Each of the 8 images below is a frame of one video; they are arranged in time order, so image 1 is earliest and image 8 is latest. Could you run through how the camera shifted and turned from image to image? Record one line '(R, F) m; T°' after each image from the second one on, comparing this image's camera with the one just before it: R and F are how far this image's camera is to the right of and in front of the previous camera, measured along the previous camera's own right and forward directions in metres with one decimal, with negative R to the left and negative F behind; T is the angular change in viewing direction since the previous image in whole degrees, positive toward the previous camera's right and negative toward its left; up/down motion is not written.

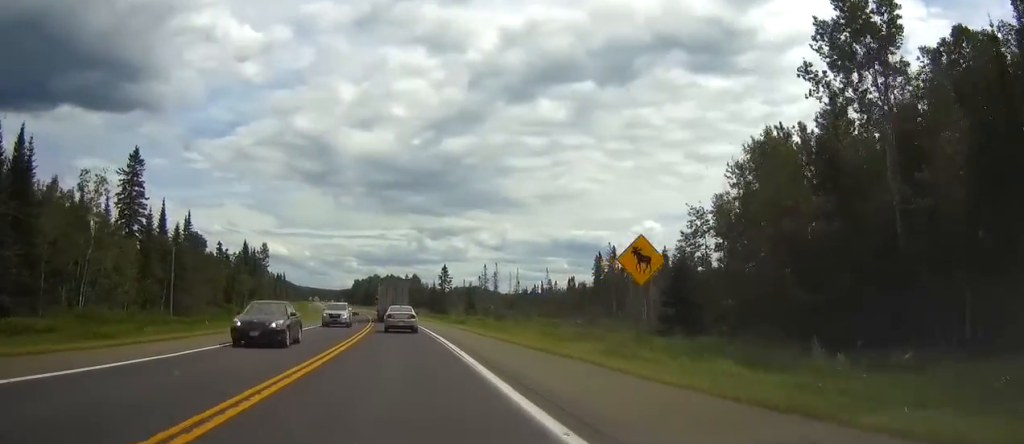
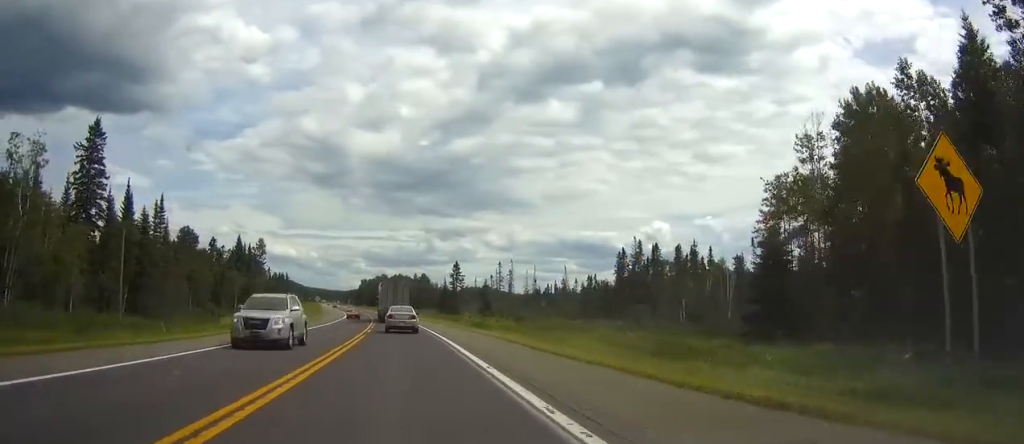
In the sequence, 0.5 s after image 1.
(-0.1, +13.6) m; -1°
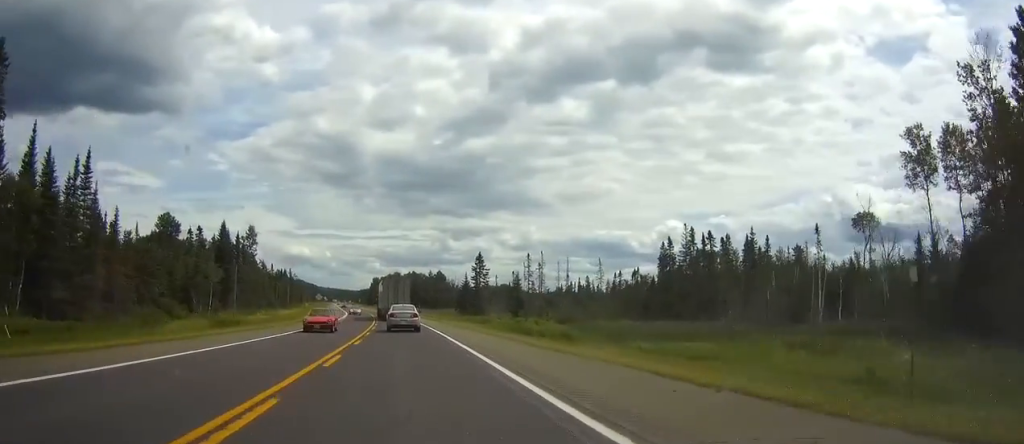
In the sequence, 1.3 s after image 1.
(-0.2, +22.7) m; -1°
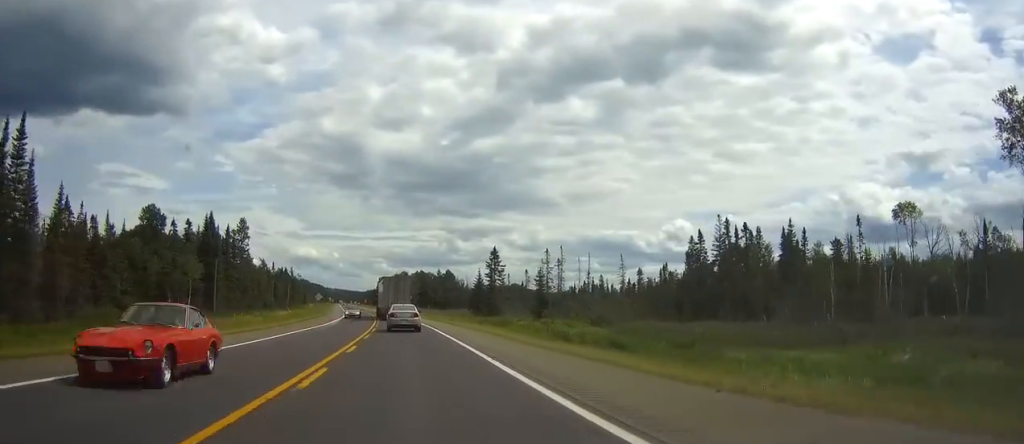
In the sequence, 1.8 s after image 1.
(0.0, +12.7) m; -1°
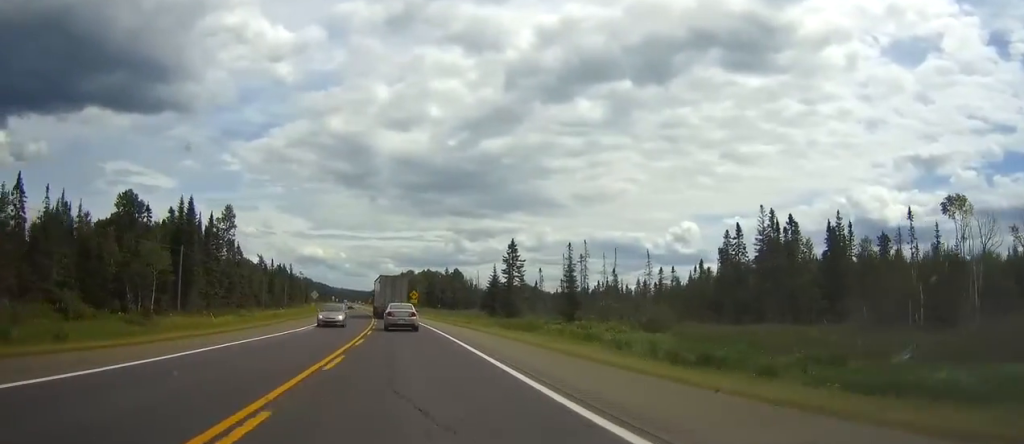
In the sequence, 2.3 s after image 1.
(-0.2, +14.5) m; -1°
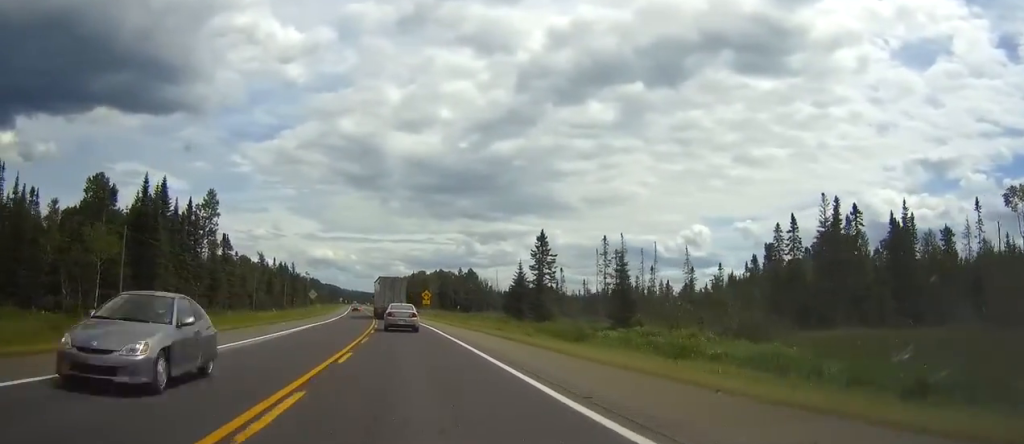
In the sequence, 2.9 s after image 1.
(-0.1, +16.3) m; -1°
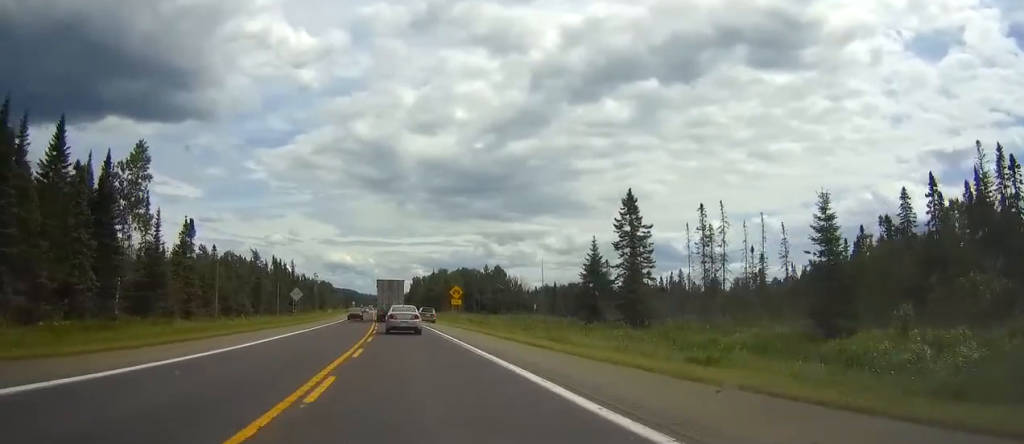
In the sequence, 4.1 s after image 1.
(-0.6, +32.5) m; -1°
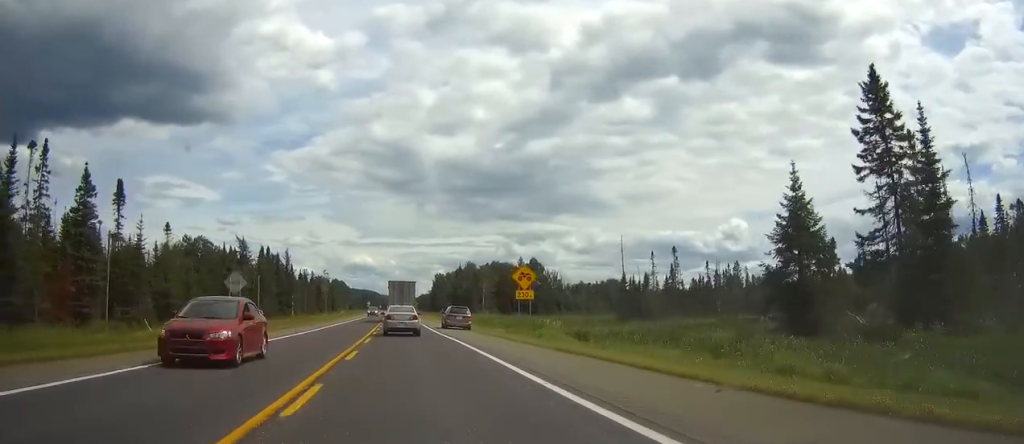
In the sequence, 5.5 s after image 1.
(-0.1, +36.0) m; -1°
